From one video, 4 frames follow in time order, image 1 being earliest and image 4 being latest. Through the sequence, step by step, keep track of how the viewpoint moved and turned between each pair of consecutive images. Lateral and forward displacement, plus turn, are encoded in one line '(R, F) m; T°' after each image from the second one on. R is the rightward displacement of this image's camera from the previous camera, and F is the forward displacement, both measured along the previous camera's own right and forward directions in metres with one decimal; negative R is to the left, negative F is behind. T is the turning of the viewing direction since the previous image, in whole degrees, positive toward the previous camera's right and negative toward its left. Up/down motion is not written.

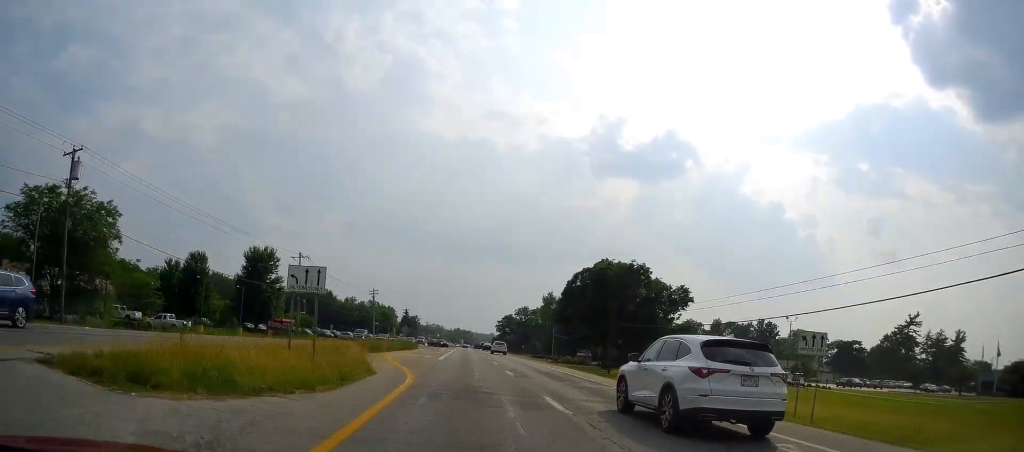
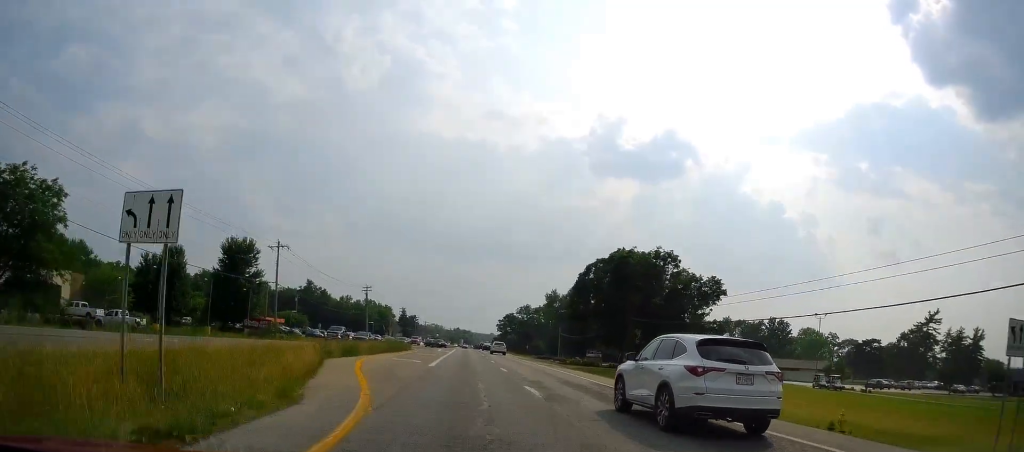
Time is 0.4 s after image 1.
(0.0, +9.0) m; +1°
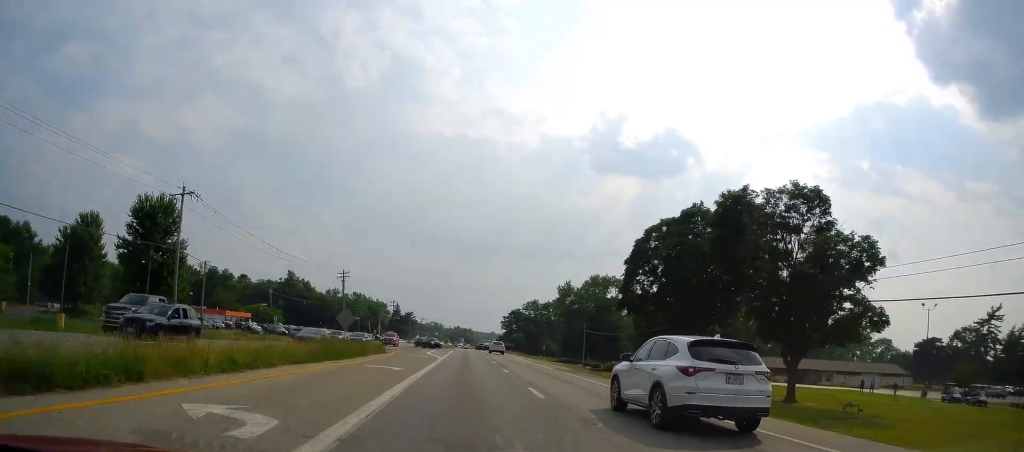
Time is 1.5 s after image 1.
(+0.4, +24.6) m; +1°
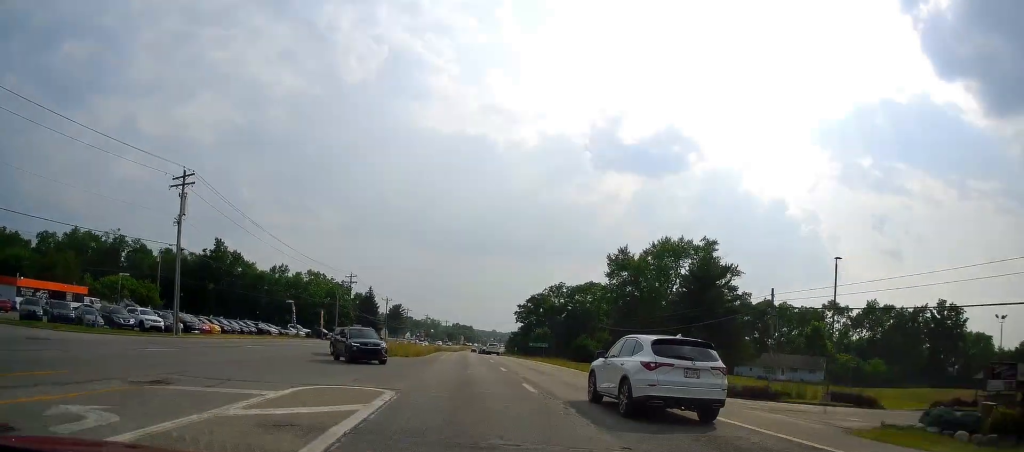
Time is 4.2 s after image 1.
(-1.2, +59.7) m; -2°
